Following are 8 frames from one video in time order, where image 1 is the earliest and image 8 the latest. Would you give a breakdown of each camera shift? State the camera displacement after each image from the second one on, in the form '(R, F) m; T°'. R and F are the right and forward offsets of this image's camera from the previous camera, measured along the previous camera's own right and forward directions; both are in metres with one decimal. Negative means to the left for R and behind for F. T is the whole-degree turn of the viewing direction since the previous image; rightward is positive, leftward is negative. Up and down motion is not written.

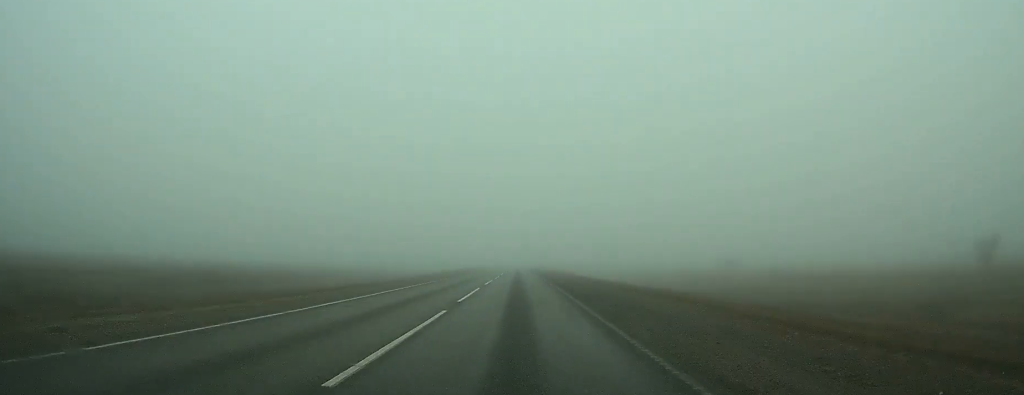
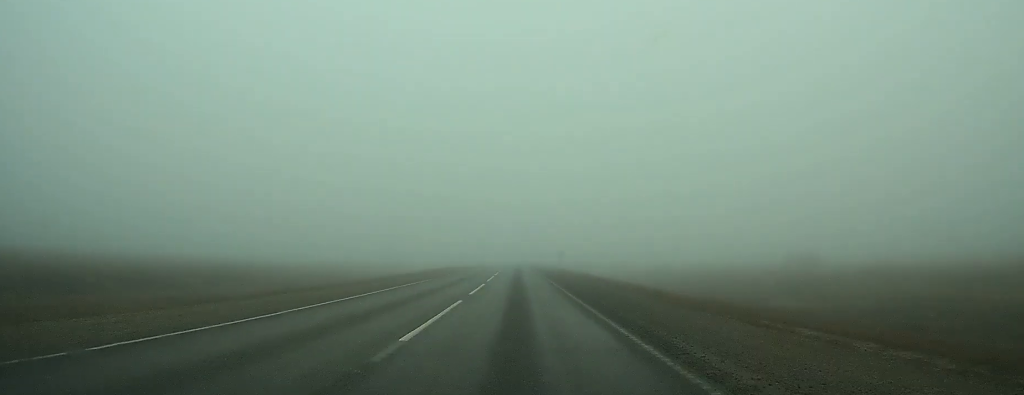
(-0.1, +35.6) m; 0°
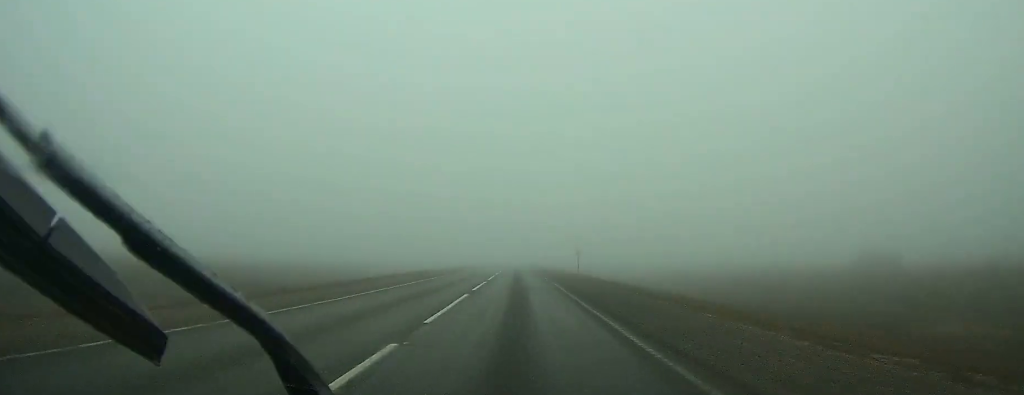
(-0.1, +22.2) m; 0°
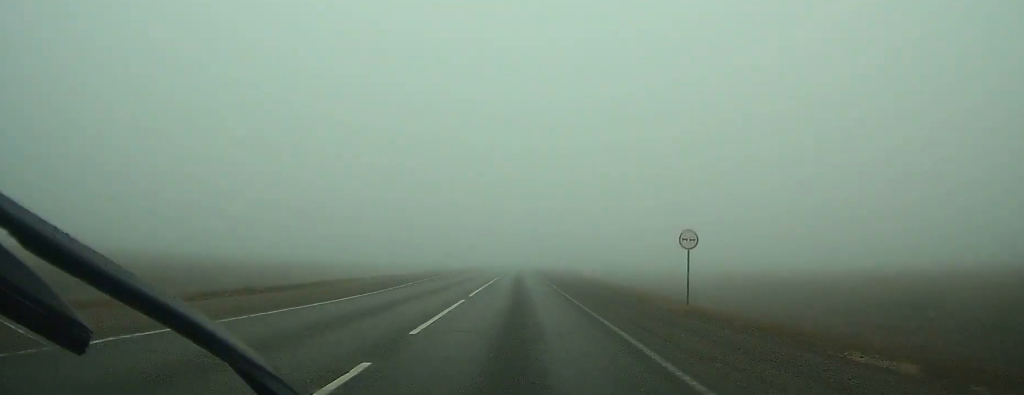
(-0.1, +40.3) m; 0°
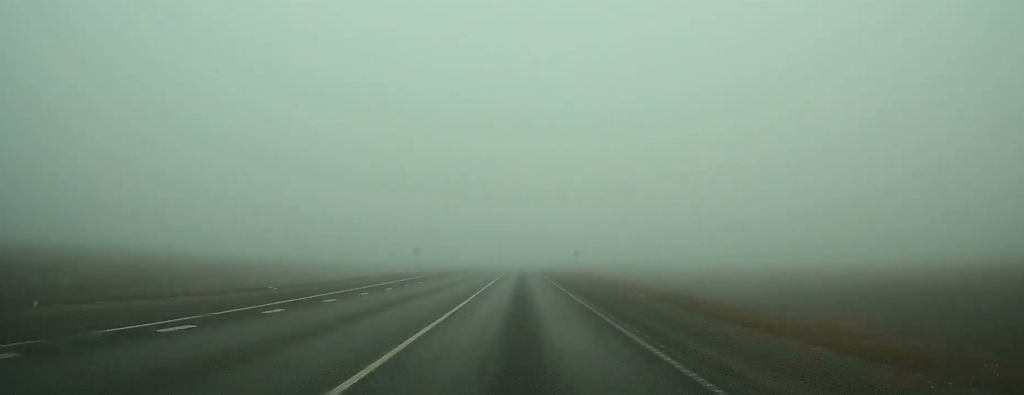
(0.0, +34.4) m; 0°
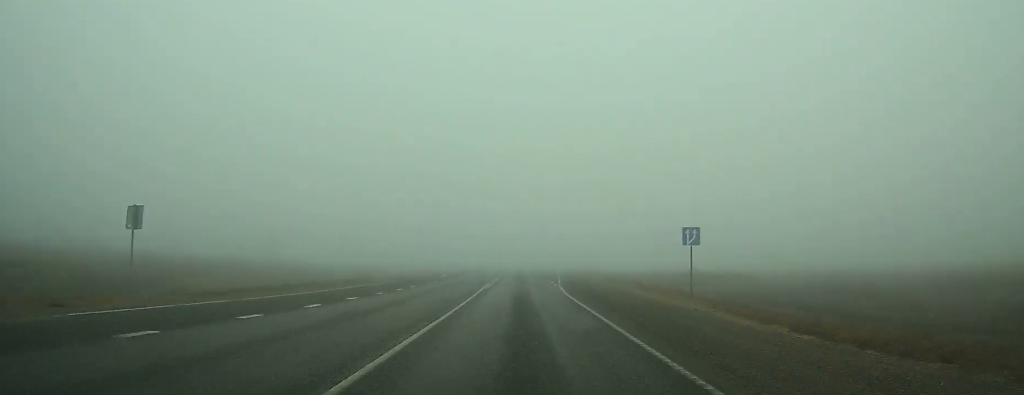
(0.0, +52.4) m; 0°
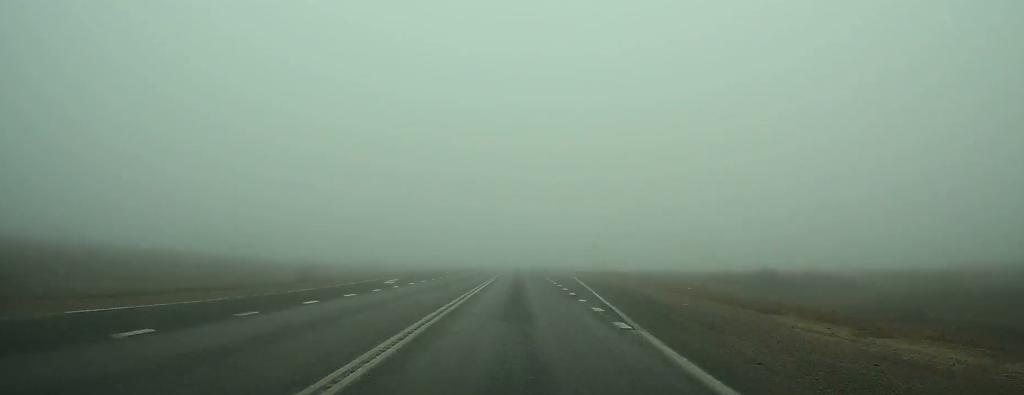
(0.0, +24.2) m; 0°
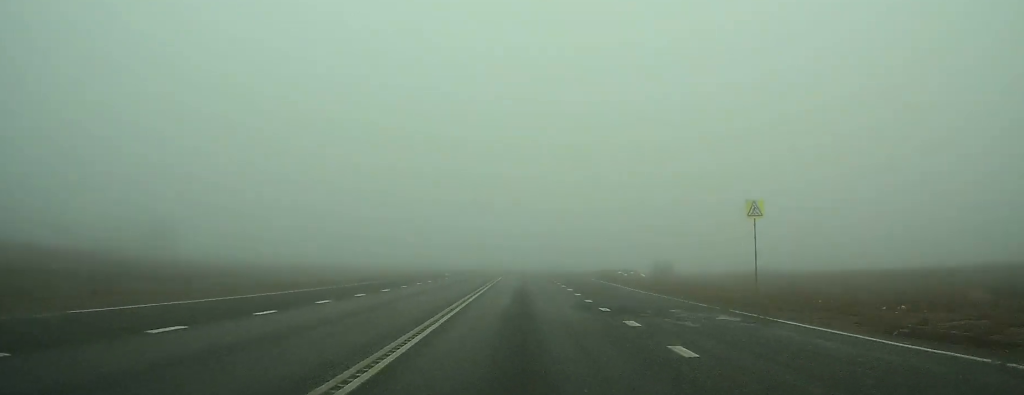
(0.0, +59.8) m; 0°
